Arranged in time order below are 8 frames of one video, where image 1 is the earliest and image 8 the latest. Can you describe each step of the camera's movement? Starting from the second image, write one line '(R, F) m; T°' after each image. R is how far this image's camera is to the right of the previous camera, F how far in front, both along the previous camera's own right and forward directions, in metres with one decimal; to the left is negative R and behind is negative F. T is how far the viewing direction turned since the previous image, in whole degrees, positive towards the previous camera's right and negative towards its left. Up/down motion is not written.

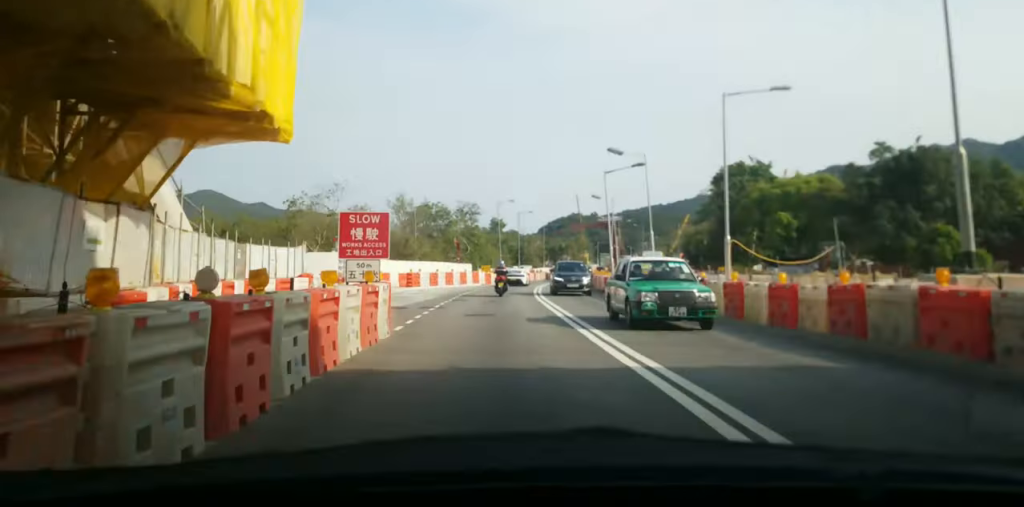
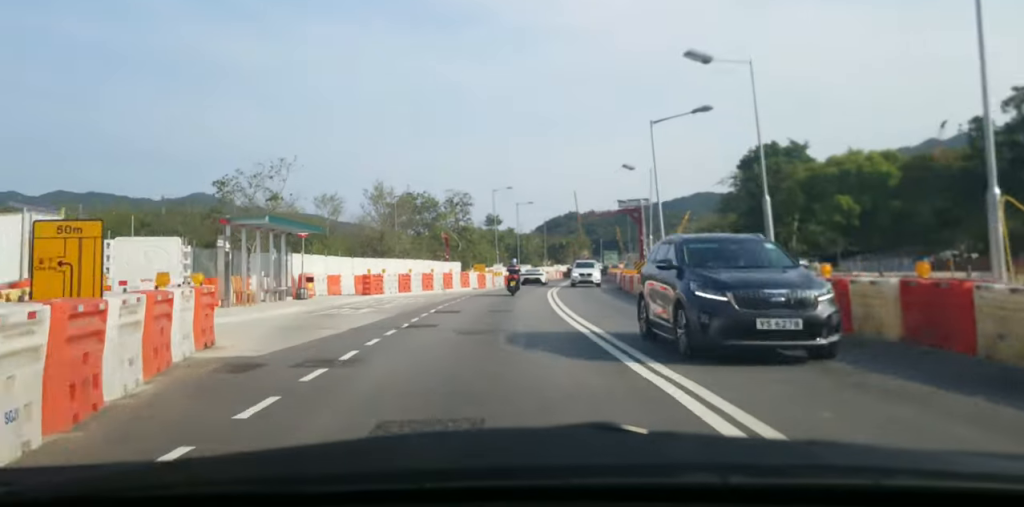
(-0.1, +15.1) m; +2°
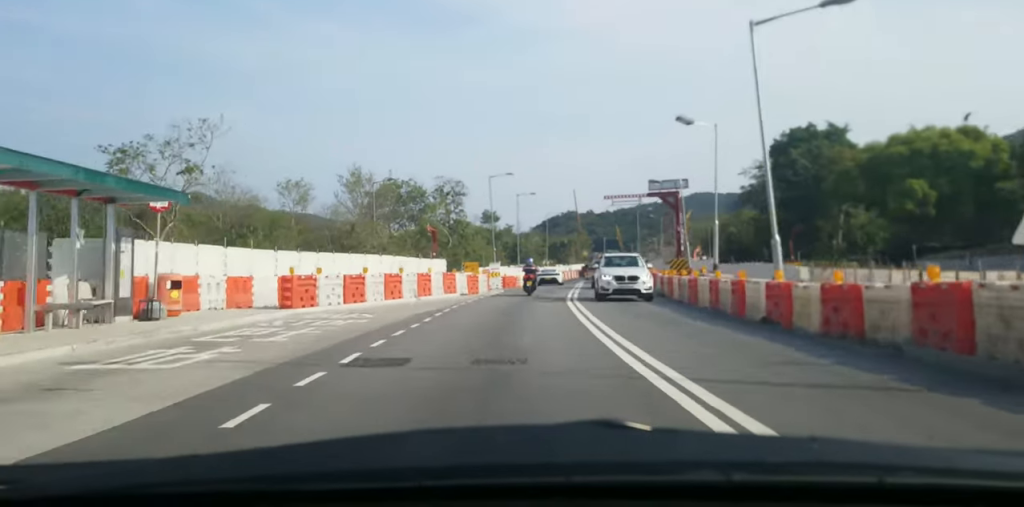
(+0.5, +13.2) m; +2°
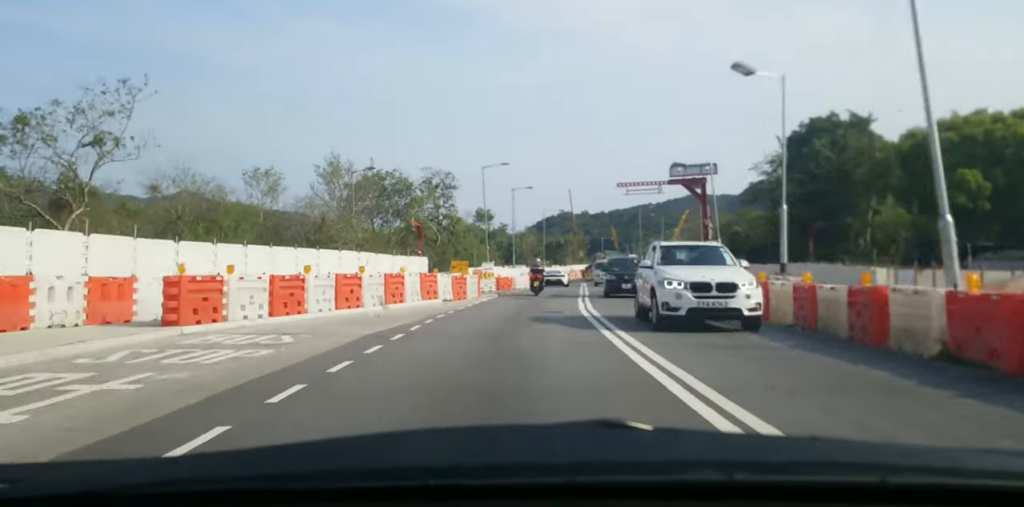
(+0.2, +6.3) m; 0°
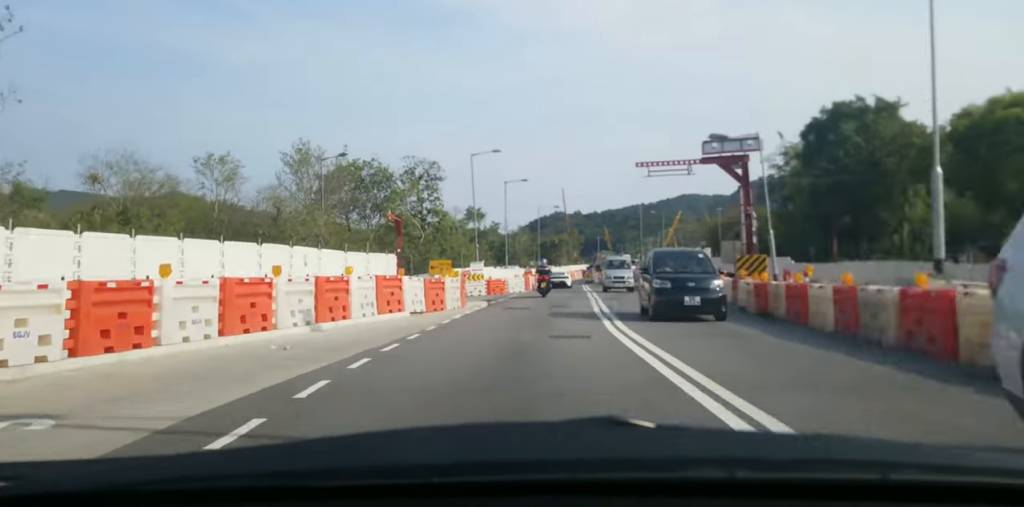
(-0.2, +8.0) m; 0°
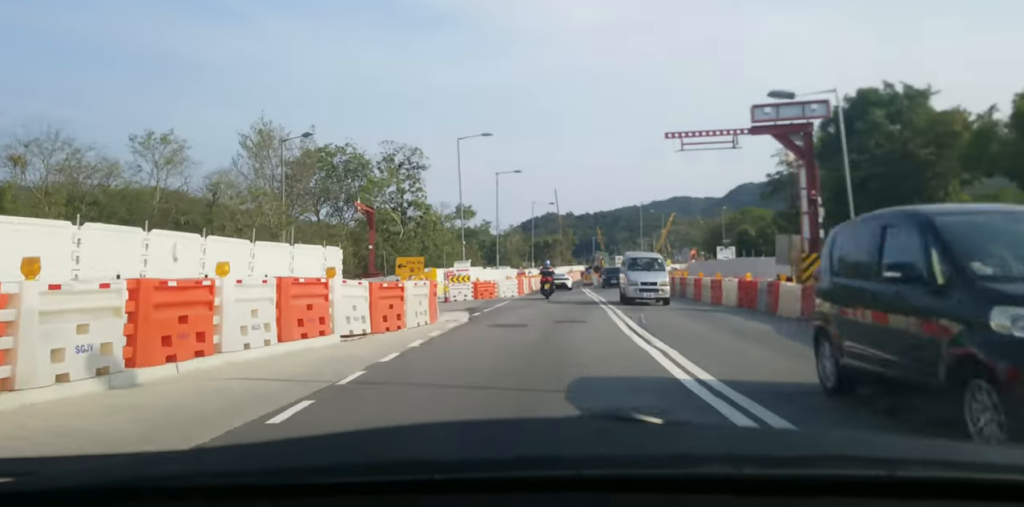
(-0.1, +6.8) m; 0°
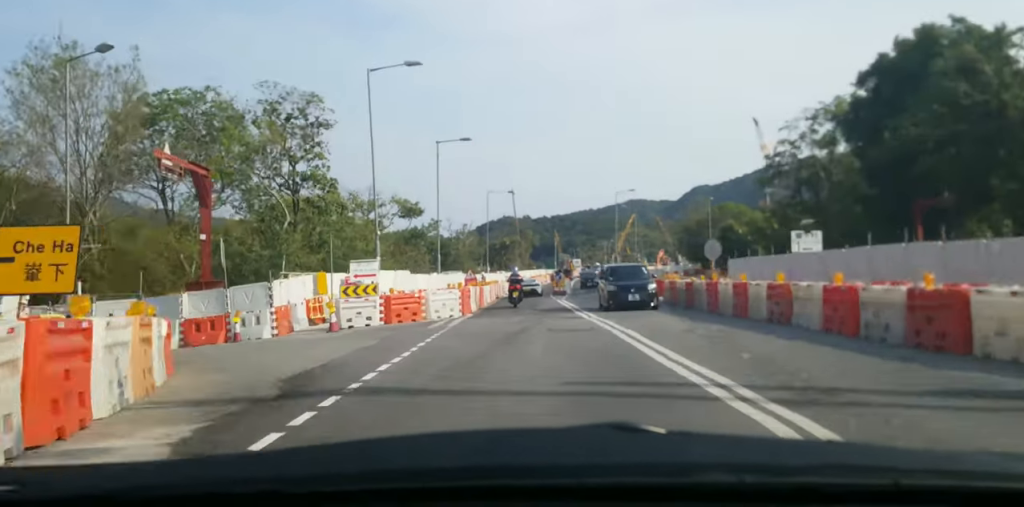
(+0.7, +16.8) m; +4°
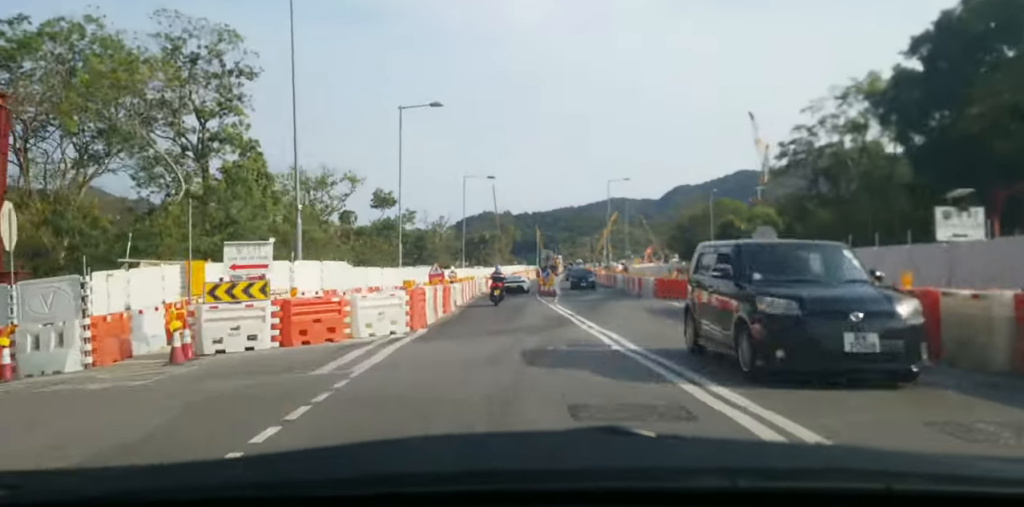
(+0.2, +9.4) m; +1°
